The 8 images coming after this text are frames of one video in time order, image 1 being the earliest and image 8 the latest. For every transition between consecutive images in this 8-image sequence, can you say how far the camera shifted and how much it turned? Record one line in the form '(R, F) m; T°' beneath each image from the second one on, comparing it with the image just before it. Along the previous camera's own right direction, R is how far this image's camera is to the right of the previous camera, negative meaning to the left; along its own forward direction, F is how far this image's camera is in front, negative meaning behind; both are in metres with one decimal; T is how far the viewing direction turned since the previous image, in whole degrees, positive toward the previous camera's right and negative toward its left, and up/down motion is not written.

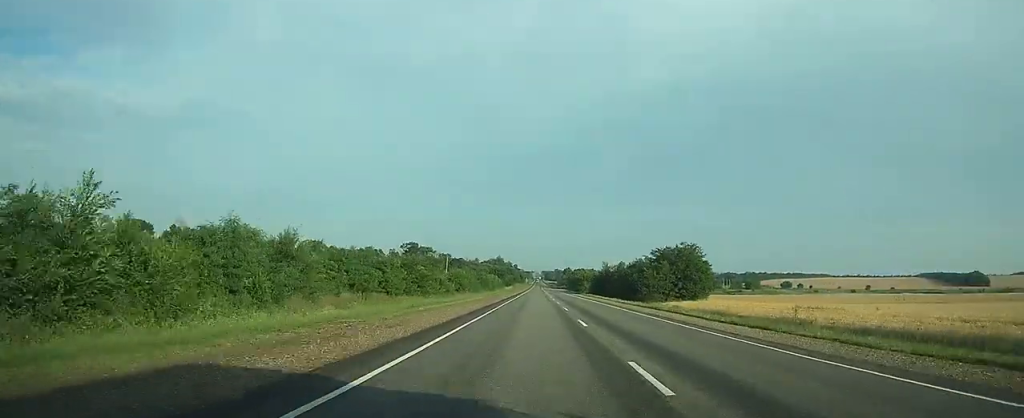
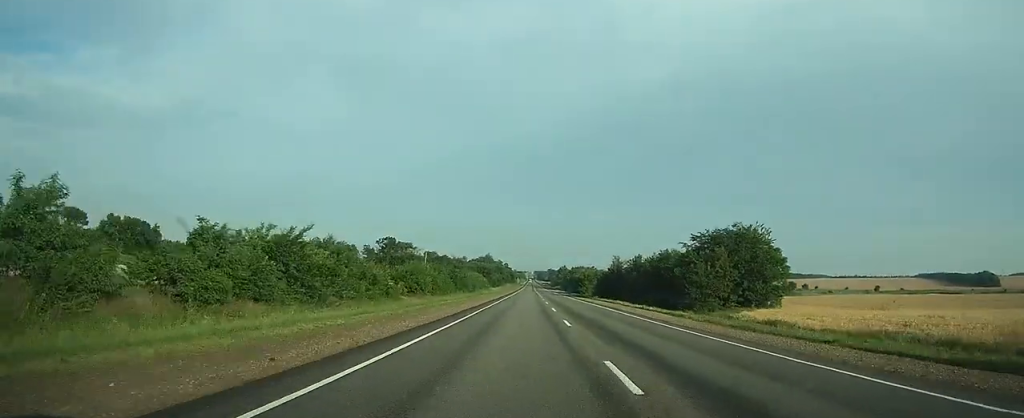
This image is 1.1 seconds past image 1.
(0.0, +35.1) m; 0°
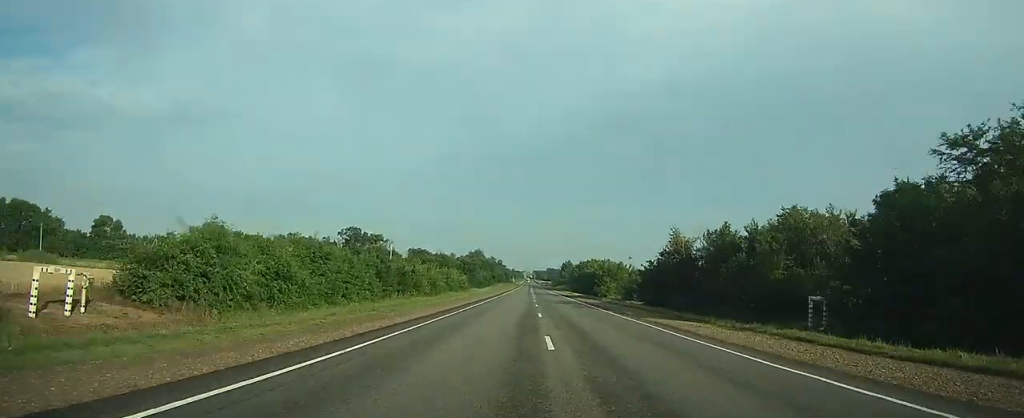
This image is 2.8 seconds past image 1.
(+0.3, +53.8) m; +1°
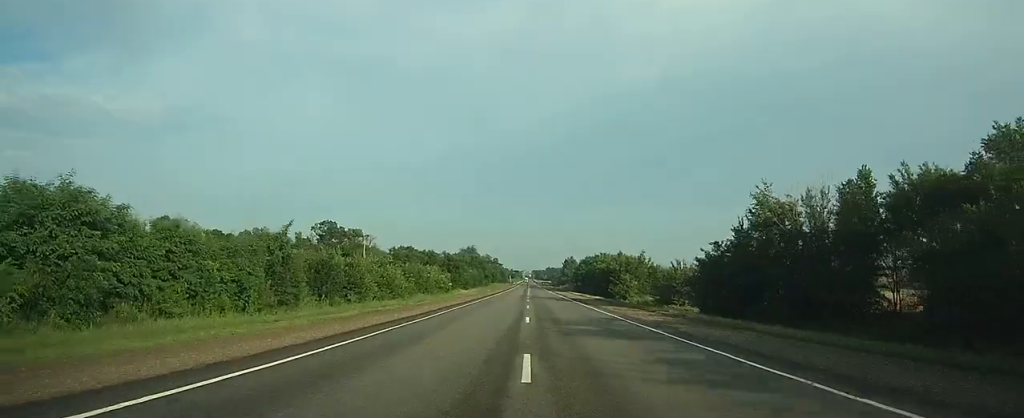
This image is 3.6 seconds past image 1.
(+0.1, +26.9) m; 0°
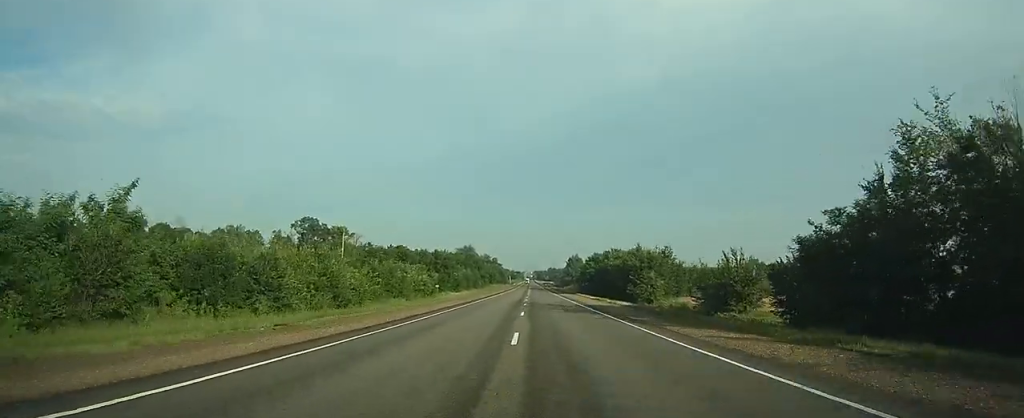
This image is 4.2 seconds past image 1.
(0.0, +18.3) m; 0°
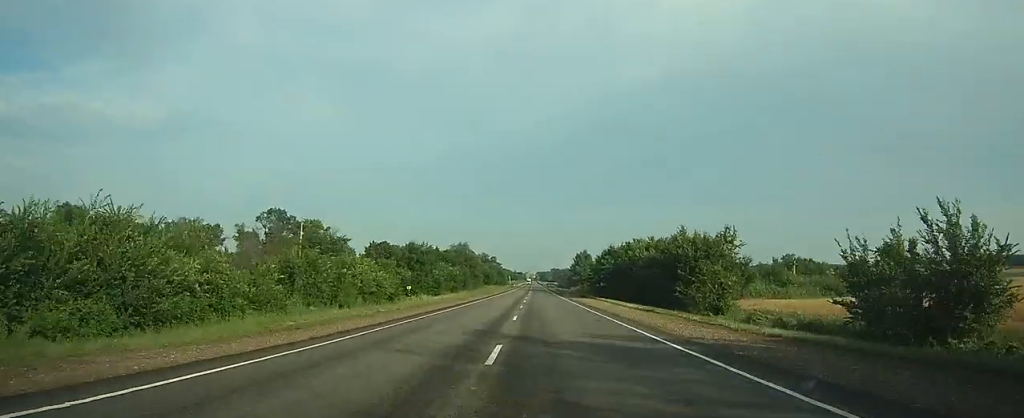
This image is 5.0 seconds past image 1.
(0.0, +25.4) m; 0°
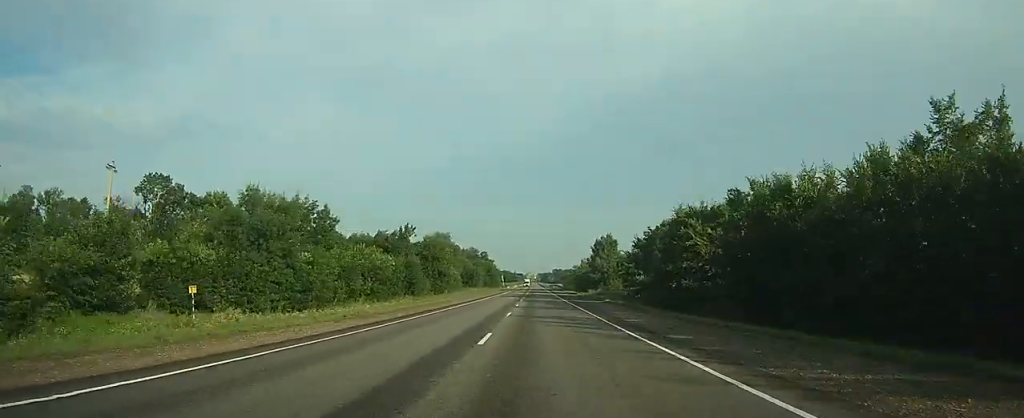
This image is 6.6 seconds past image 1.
(0.0, +51.5) m; 0°
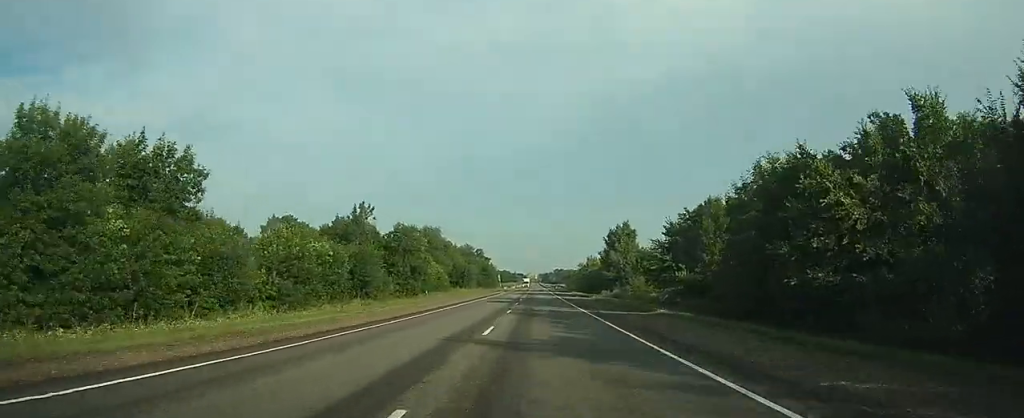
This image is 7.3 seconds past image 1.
(0.0, +18.9) m; 0°
